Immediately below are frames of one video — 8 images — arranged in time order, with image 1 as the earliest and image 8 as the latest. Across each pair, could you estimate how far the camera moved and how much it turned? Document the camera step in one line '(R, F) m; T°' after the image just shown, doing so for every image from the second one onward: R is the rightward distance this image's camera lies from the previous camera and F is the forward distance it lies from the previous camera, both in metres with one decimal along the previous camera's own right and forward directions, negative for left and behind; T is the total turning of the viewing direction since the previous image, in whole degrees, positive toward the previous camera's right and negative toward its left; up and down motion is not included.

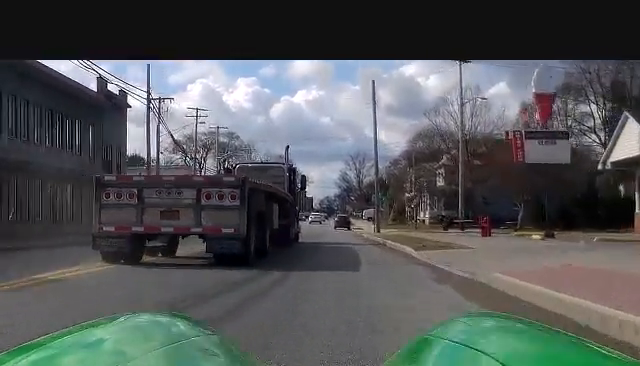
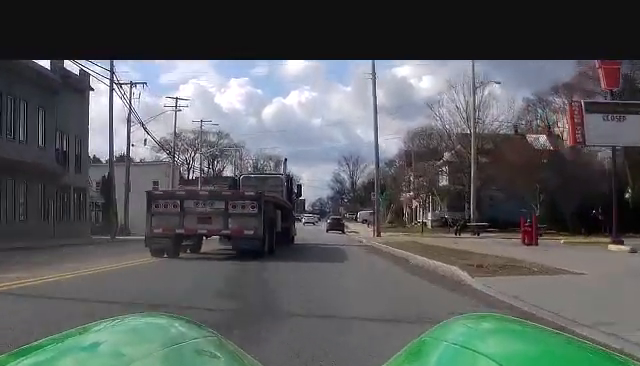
(-0.1, +8.2) m; 0°
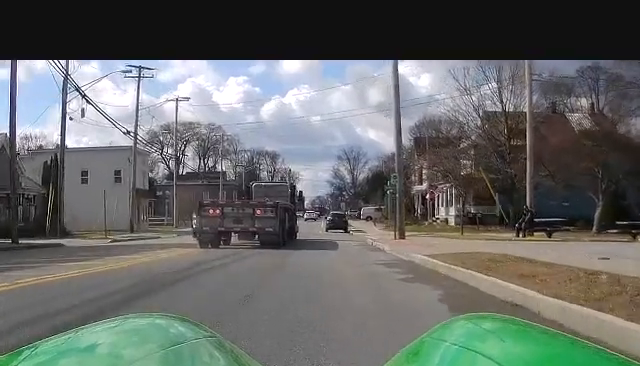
(+0.1, +15.6) m; +1°
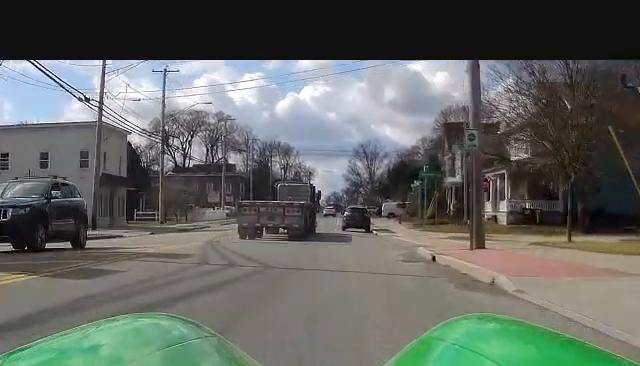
(0.0, +14.4) m; 0°
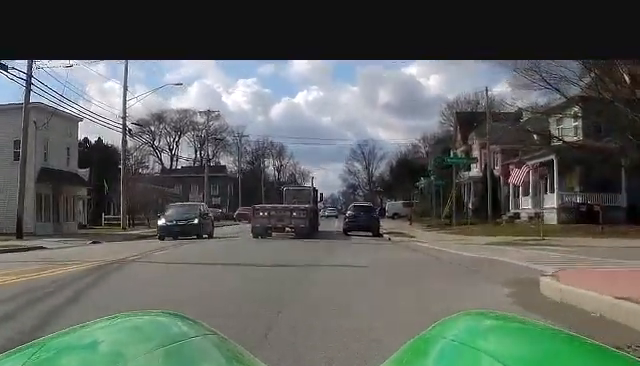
(0.0, +12.2) m; -1°
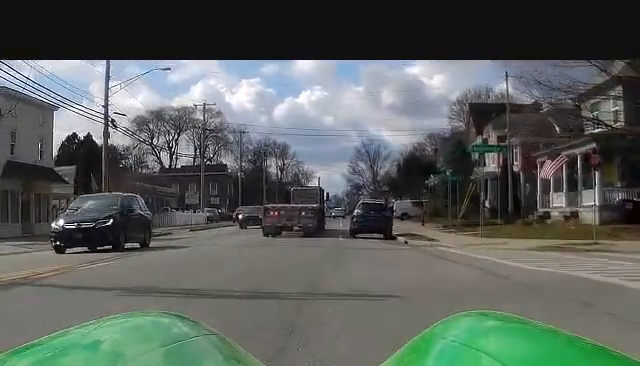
(0.0, +5.8) m; -1°
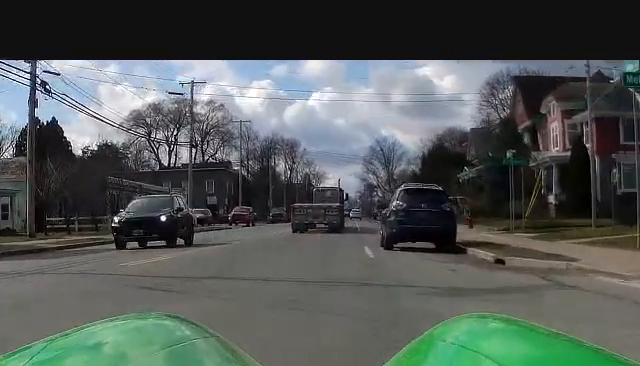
(-0.2, +15.5) m; -1°
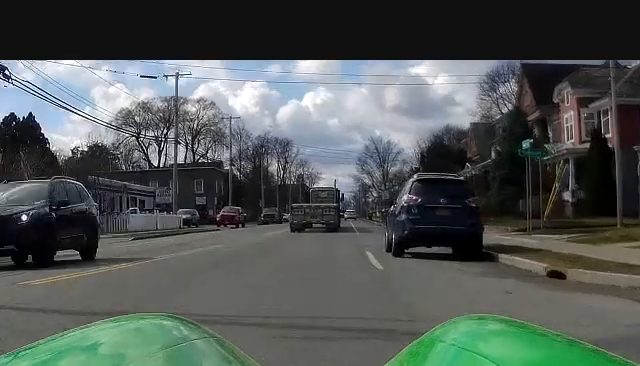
(0.0, +4.5) m; 0°
